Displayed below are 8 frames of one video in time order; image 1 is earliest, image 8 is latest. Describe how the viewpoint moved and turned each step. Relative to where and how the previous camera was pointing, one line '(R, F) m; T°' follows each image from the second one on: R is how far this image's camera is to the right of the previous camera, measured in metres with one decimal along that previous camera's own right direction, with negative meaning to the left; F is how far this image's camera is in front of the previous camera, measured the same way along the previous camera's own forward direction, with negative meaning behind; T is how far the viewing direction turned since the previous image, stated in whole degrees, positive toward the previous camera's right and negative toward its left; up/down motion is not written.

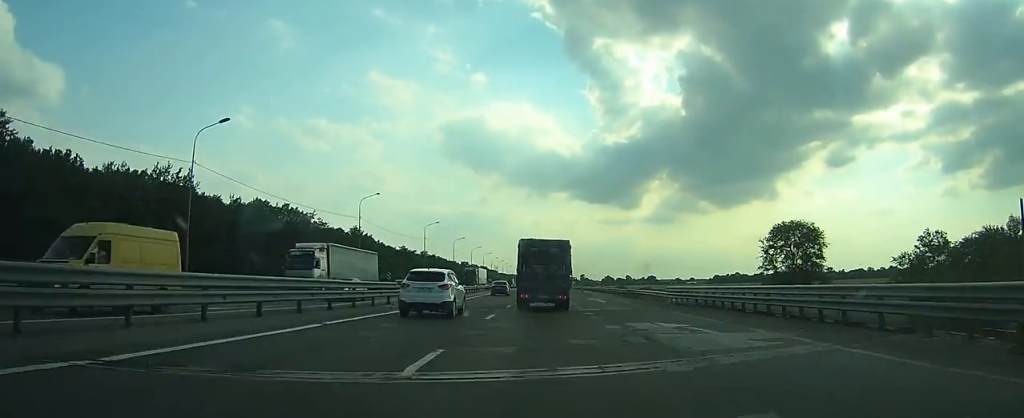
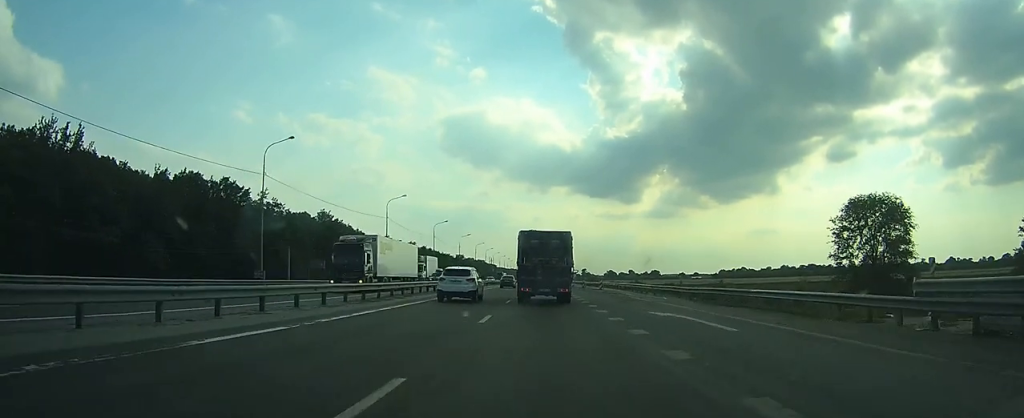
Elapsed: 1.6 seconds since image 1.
(+0.1, +28.1) m; +2°
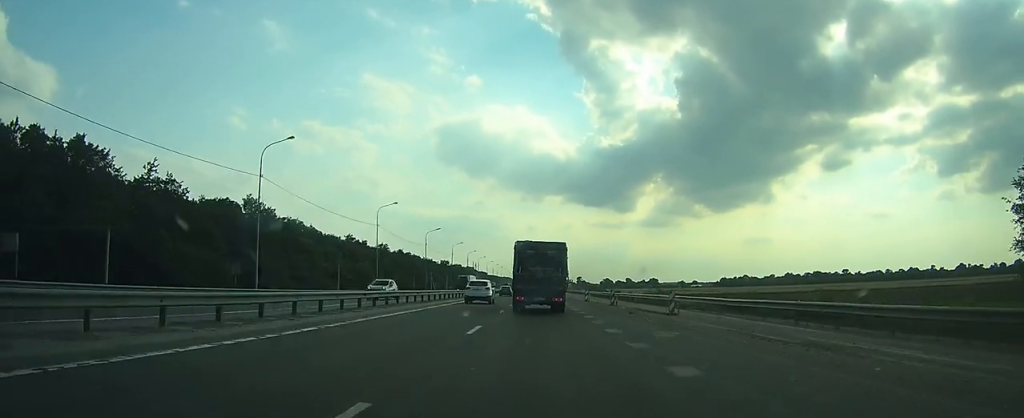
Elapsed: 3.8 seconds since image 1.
(+1.7, +37.5) m; +3°
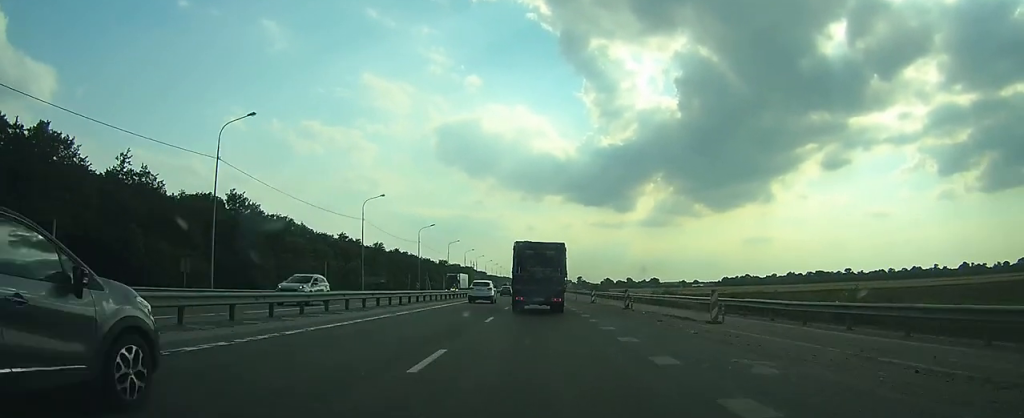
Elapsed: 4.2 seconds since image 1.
(0.0, +6.7) m; 0°
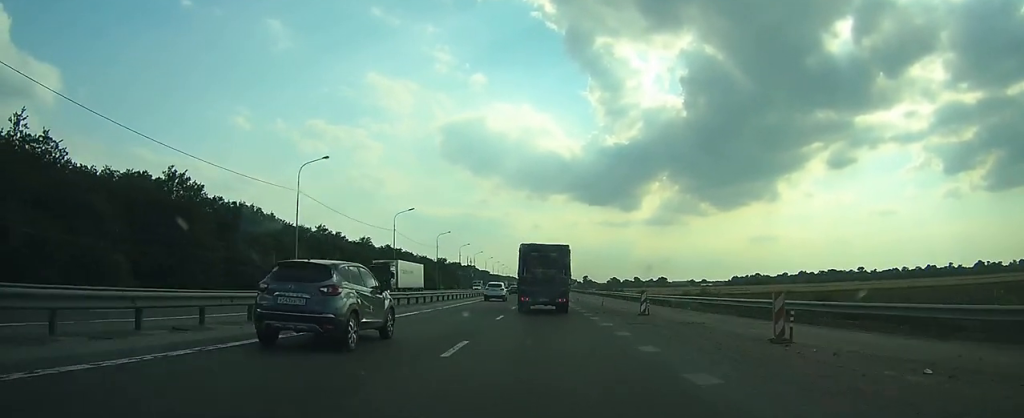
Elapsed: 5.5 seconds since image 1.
(-0.3, +21.6) m; -2°
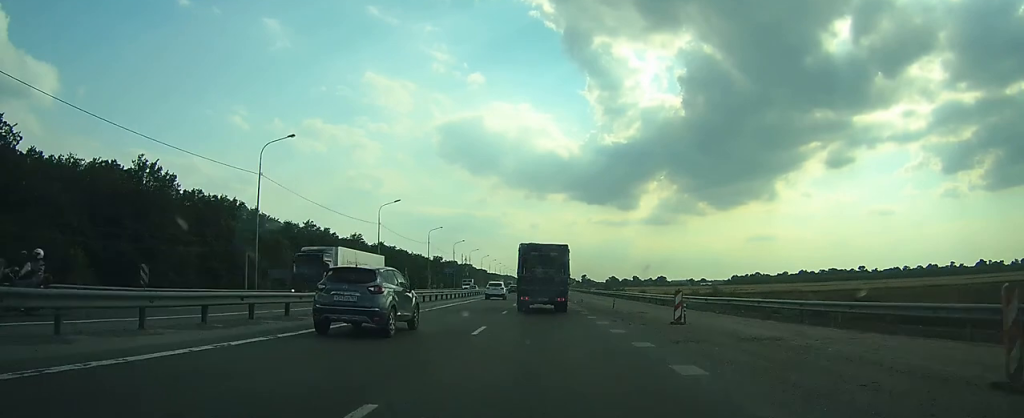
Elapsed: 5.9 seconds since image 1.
(0.0, +7.1) m; -1°
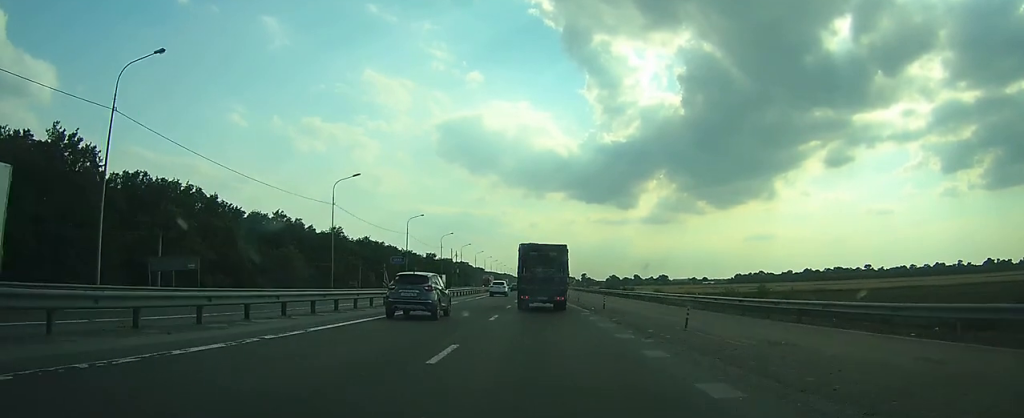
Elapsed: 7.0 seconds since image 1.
(-0.3, +17.0) m; 0°
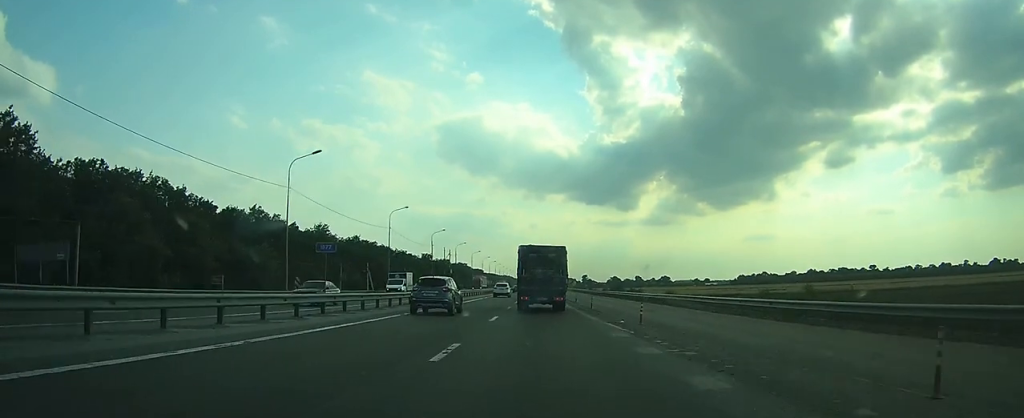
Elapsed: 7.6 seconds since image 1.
(+0.1, +11.0) m; 0°
